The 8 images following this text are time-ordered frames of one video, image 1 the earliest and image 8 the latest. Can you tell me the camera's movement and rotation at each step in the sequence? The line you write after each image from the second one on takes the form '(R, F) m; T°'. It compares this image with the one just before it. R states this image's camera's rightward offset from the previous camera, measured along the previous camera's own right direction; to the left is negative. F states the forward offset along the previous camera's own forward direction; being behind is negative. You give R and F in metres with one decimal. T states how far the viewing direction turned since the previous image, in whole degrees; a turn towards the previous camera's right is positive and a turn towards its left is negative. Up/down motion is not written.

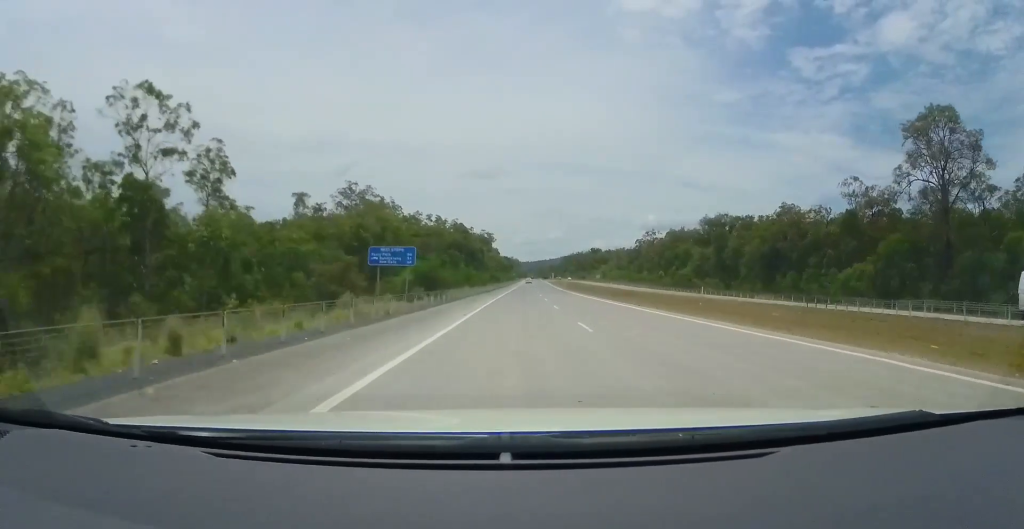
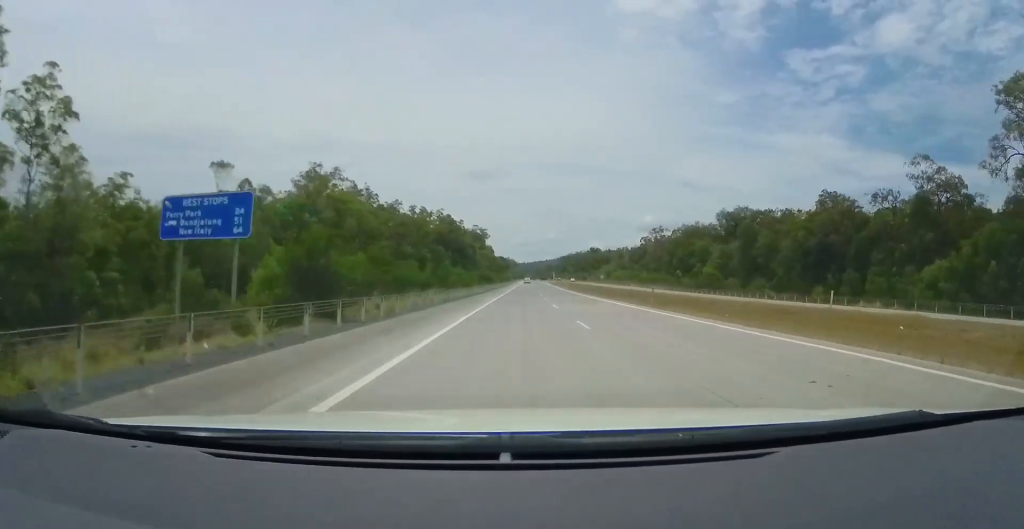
(0.0, +23.4) m; 0°
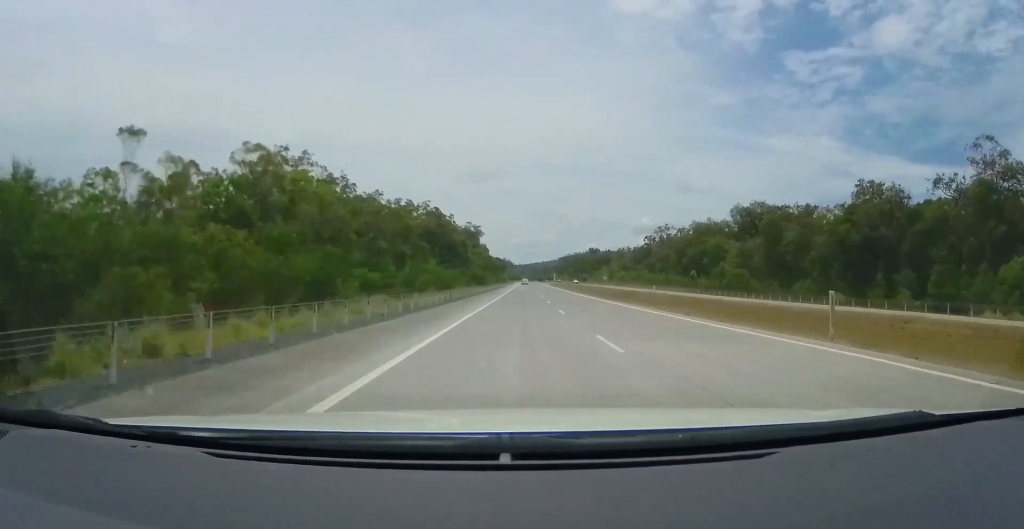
(0.0, +16.4) m; 0°
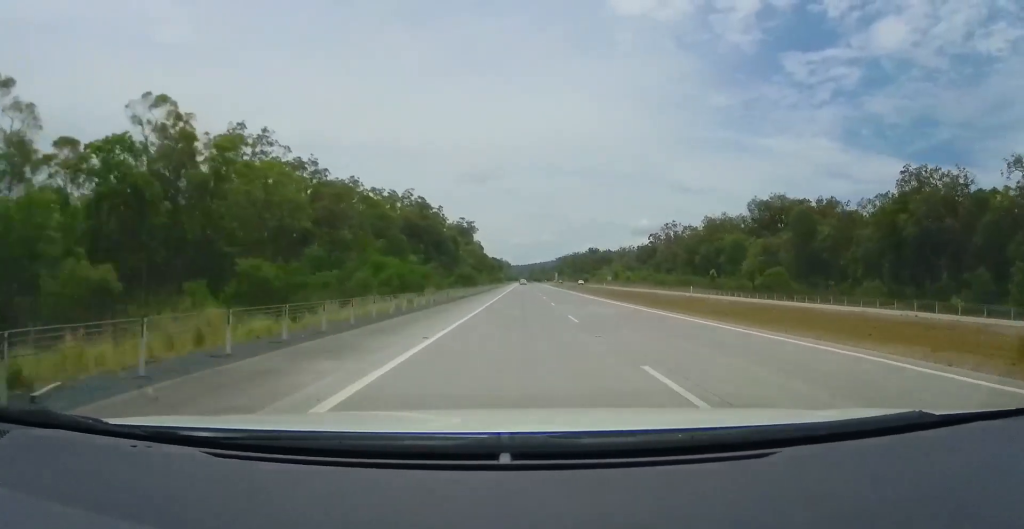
(0.0, +16.4) m; 0°
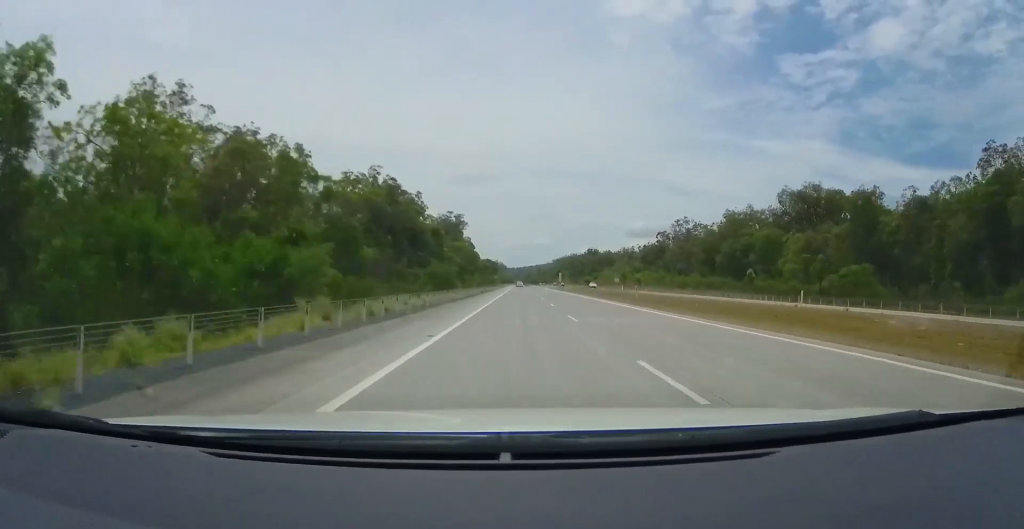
(0.0, +23.5) m; 0°
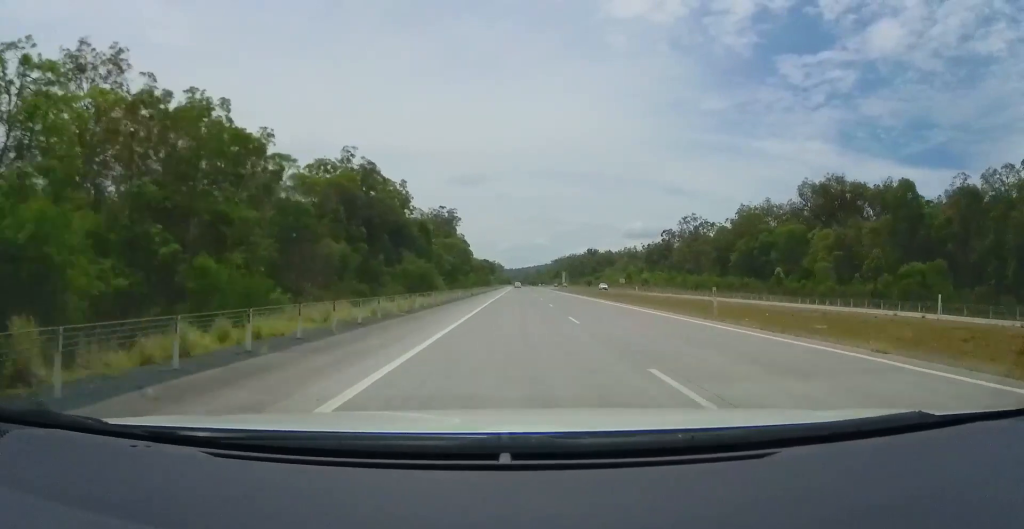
(+0.2, +12.9) m; 0°
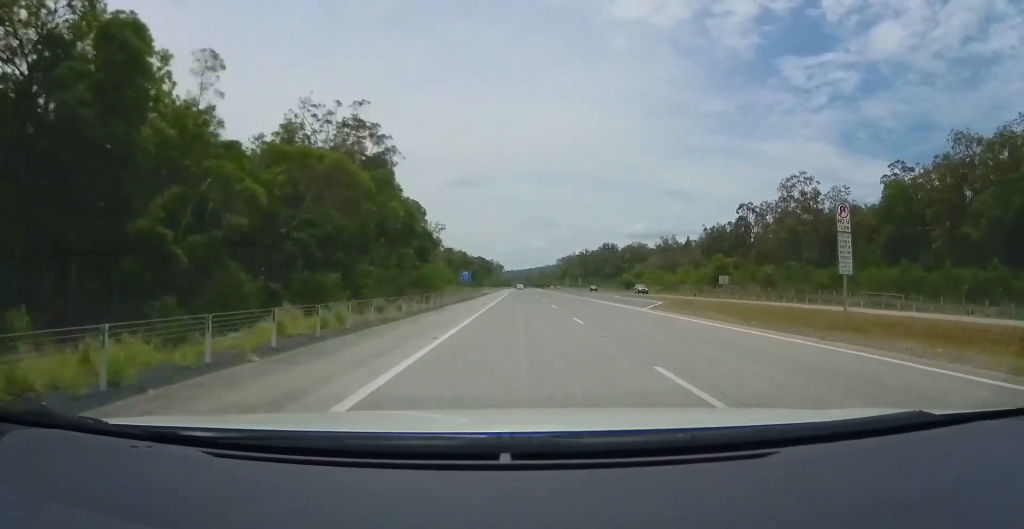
(+0.3, +83.6) m; +1°
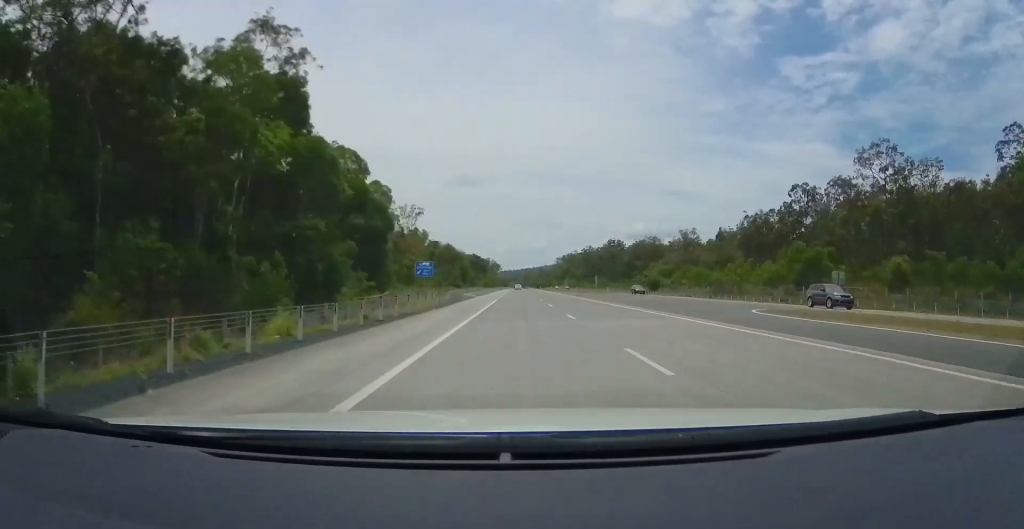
(-0.3, +32.9) m; 0°
